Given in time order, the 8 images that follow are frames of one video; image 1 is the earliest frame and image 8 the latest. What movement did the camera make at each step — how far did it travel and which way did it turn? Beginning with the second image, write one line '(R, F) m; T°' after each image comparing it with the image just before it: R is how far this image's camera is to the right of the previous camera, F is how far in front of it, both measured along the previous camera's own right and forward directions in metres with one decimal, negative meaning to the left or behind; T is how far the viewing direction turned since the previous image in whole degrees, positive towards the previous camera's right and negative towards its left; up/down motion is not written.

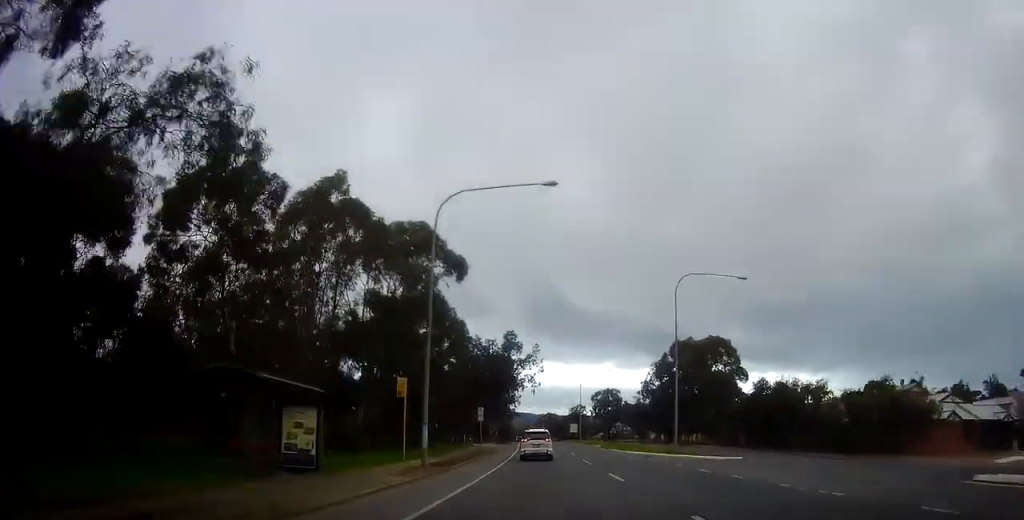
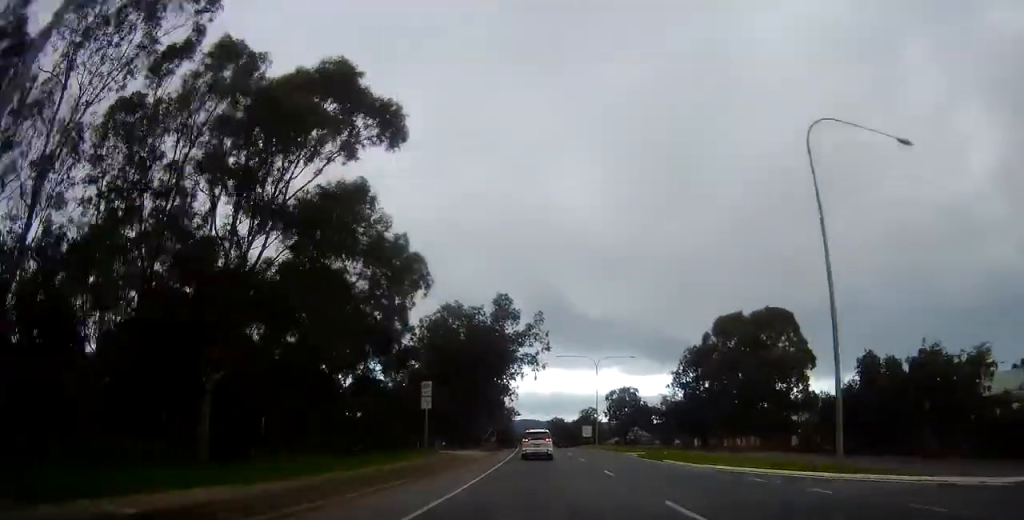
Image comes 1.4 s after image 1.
(-0.3, +22.1) m; +1°
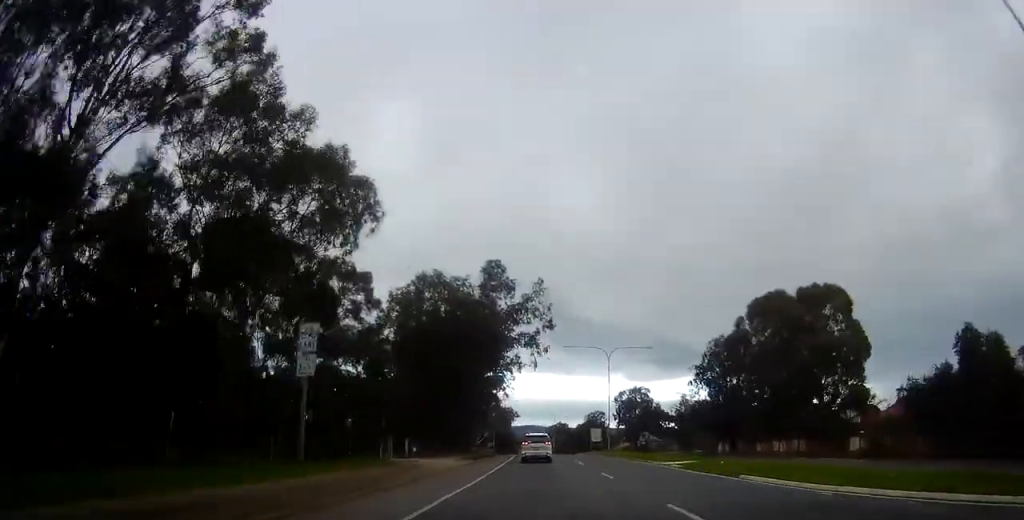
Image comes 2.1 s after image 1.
(+0.3, +12.2) m; +1°
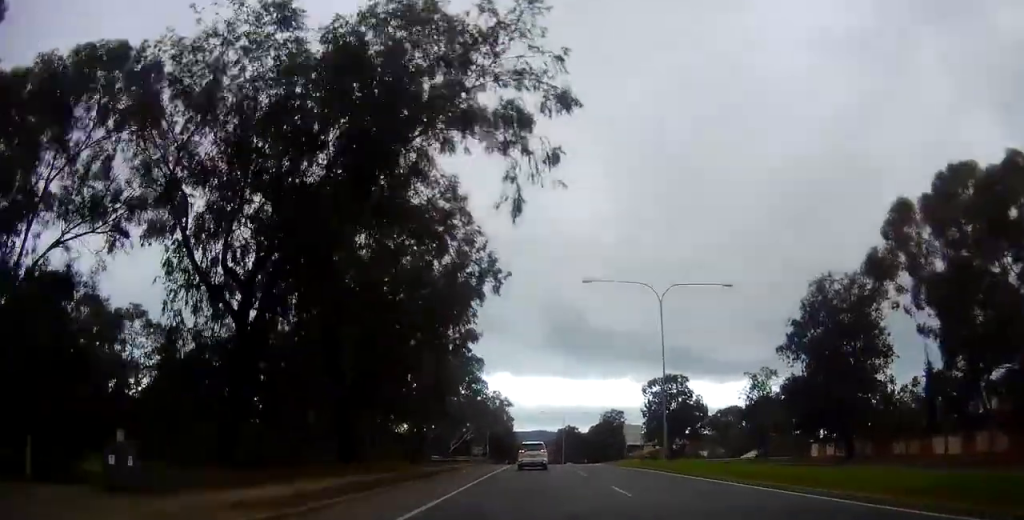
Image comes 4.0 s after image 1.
(-0.5, +28.9) m; -1°
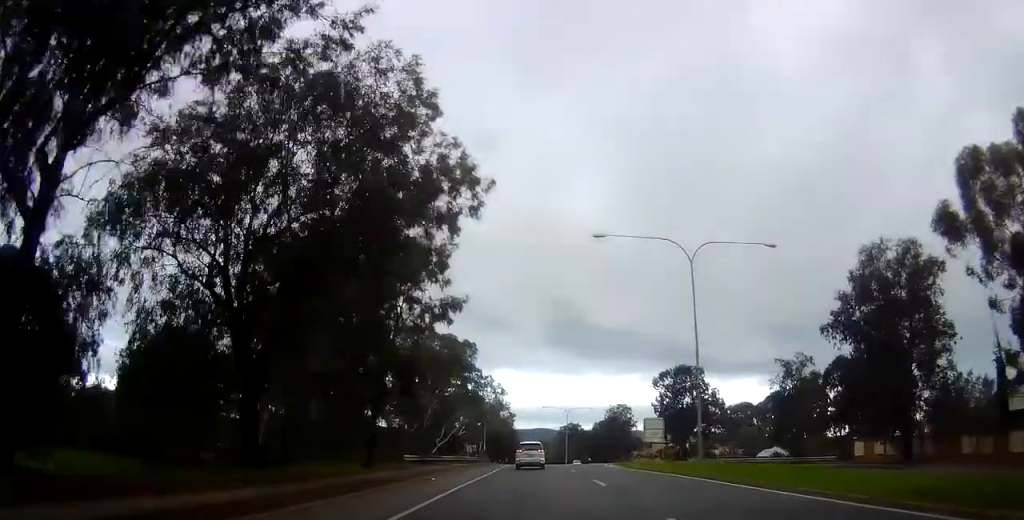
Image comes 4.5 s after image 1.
(0.0, +8.4) m; 0°
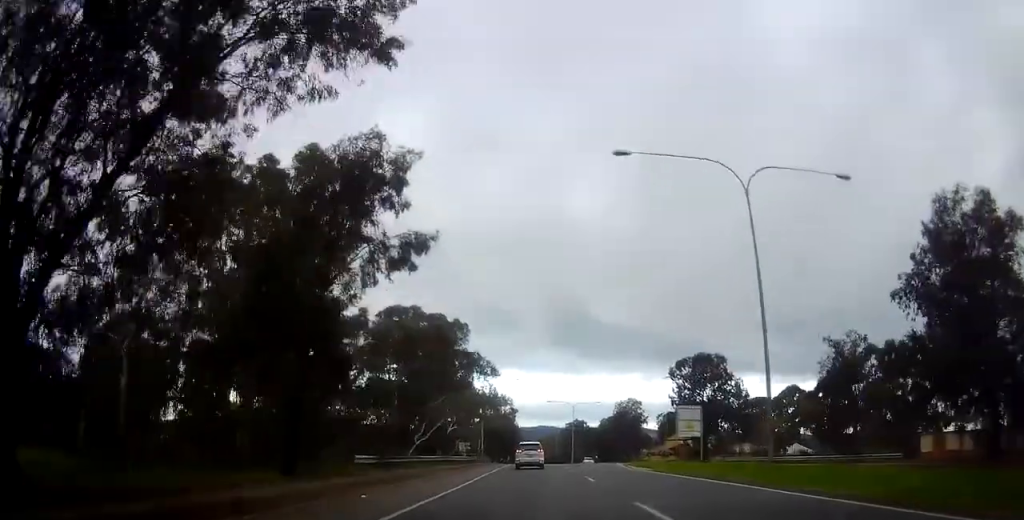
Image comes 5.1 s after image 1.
(0.0, +9.4) m; 0°
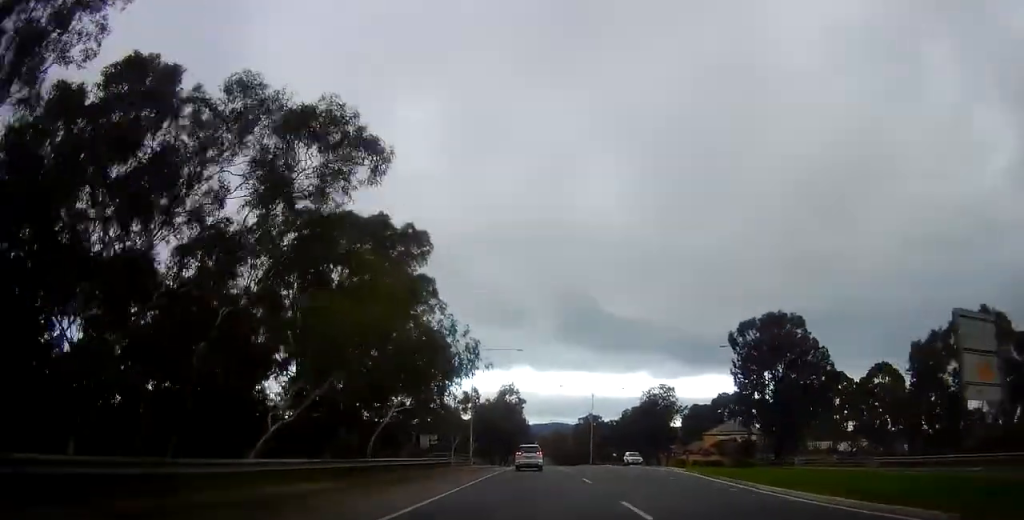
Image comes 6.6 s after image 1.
(0.0, +22.9) m; -1°
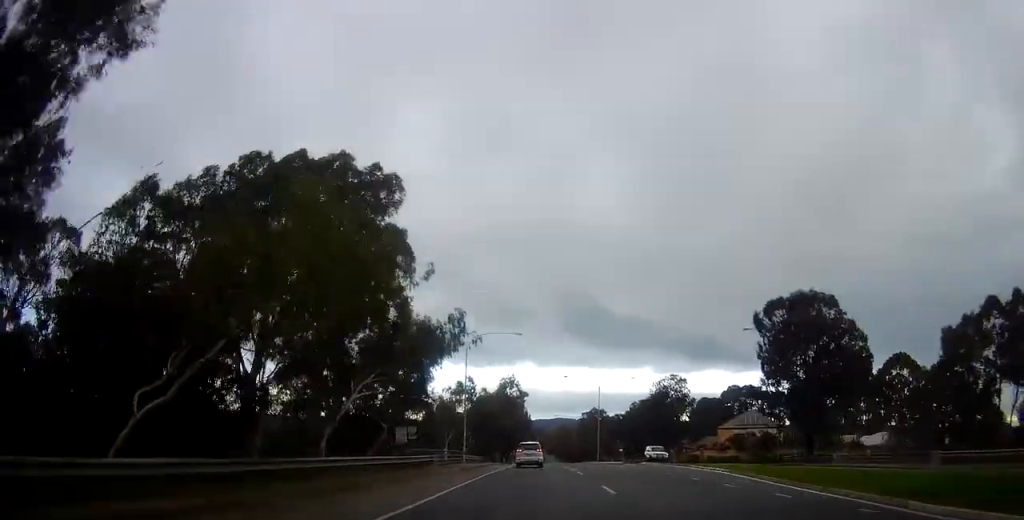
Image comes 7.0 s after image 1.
(0.0, +6.8) m; -1°
